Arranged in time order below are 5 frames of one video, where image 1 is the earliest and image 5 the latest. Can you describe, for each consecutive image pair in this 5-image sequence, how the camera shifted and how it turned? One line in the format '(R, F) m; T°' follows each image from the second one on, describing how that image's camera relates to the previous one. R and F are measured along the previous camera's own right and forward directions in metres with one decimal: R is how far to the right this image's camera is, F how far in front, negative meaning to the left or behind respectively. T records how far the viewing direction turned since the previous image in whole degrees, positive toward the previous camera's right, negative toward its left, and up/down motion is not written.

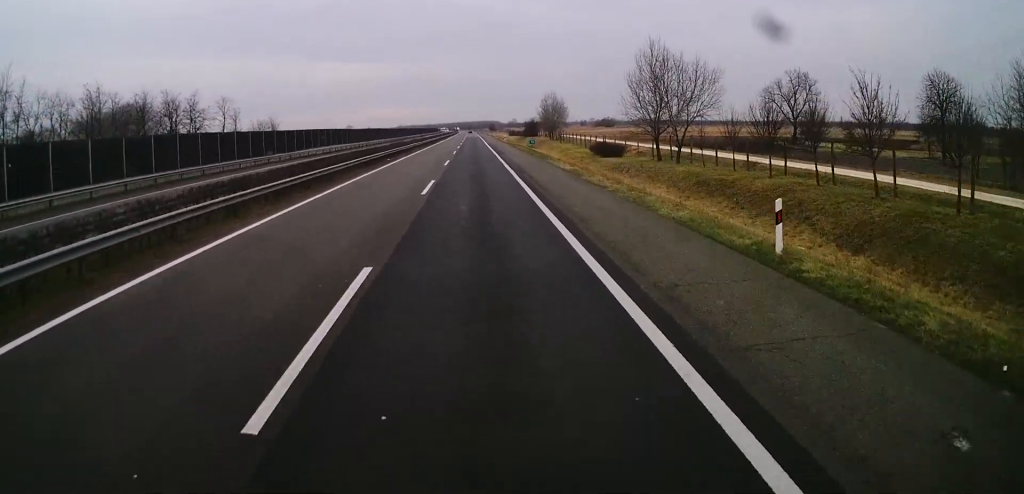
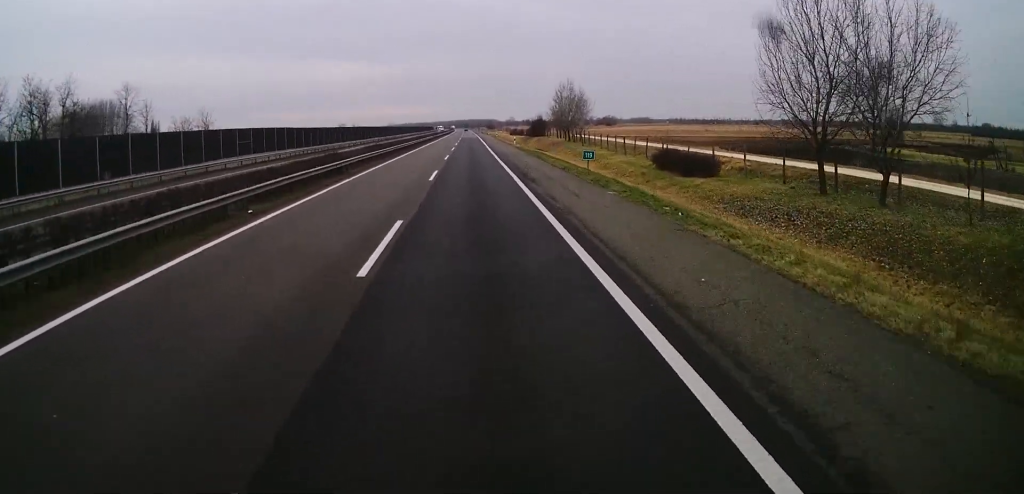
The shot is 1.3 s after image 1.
(-0.2, +30.8) m; 0°
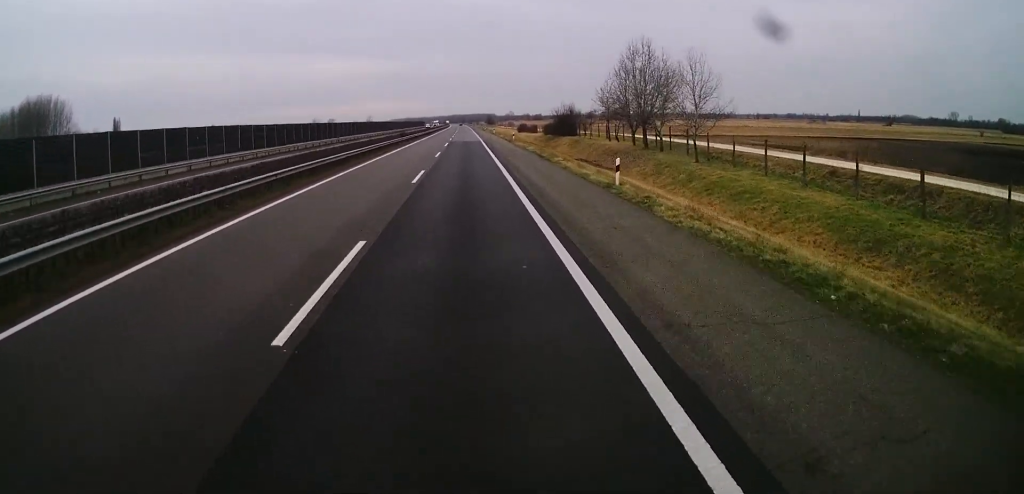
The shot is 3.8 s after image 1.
(0.0, +57.8) m; 0°
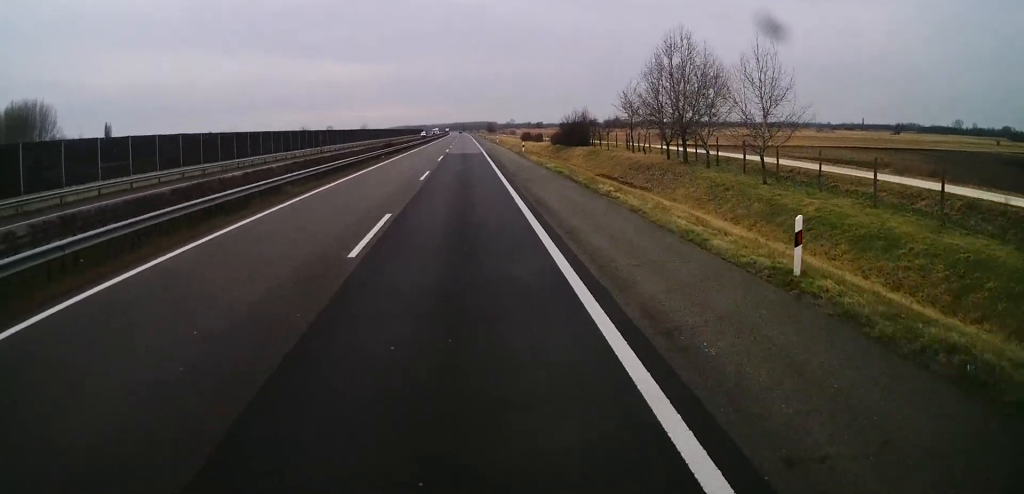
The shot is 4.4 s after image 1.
(-0.1, +13.1) m; +1°
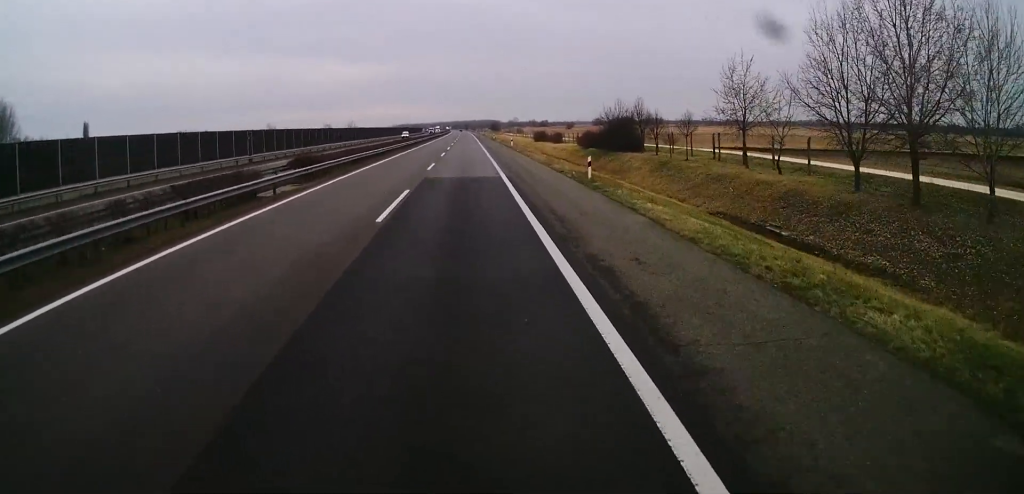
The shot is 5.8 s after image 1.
(+0.2, +32.4) m; 0°
